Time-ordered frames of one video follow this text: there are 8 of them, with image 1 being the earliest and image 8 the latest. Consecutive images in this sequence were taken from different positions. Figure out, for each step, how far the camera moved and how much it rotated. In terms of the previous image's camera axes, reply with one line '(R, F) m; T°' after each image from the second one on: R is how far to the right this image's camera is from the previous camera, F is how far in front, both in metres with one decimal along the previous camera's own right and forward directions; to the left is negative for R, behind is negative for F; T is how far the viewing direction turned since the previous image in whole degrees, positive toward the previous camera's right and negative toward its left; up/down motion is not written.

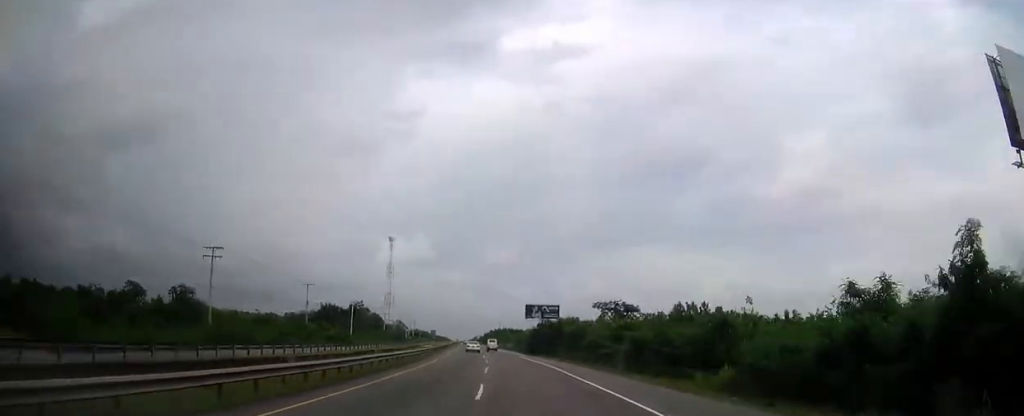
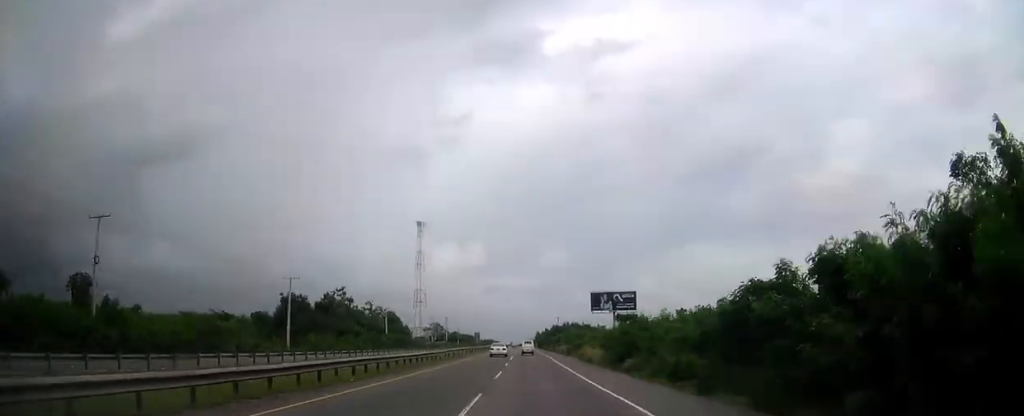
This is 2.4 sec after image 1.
(-3.4, +67.4) m; -4°
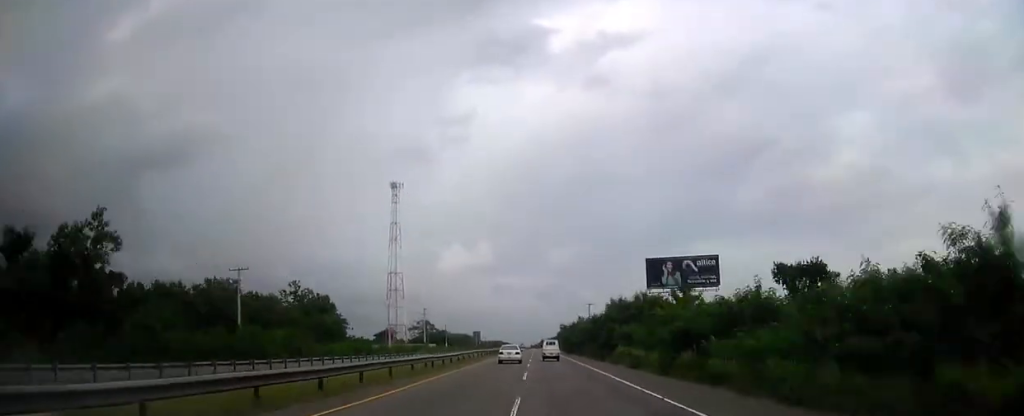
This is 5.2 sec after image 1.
(-2.1, +78.5) m; -2°
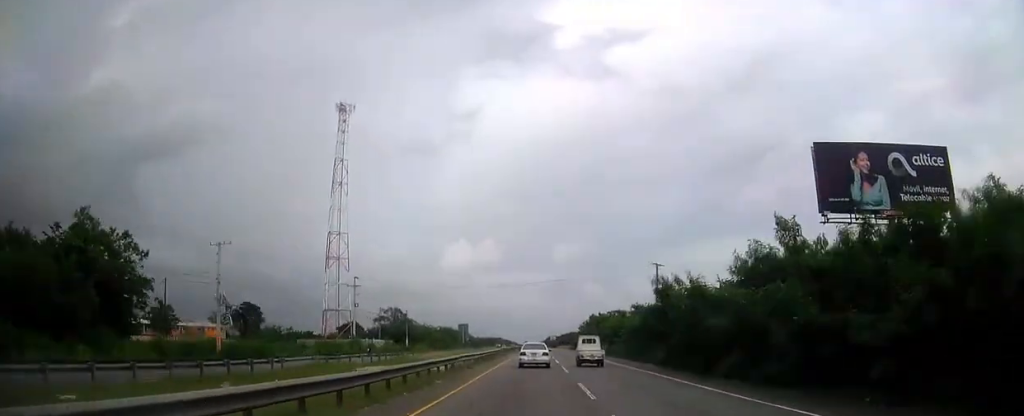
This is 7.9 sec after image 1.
(-0.6, +73.5) m; 0°
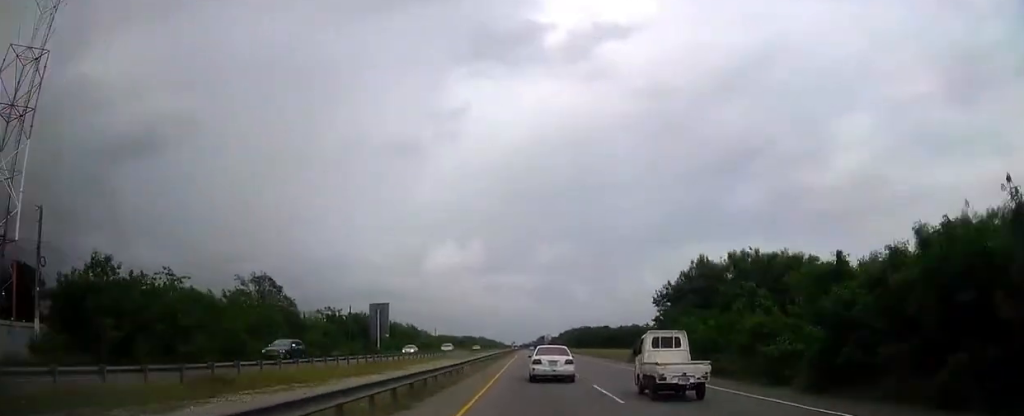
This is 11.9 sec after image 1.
(+1.0, +106.1) m; +1°
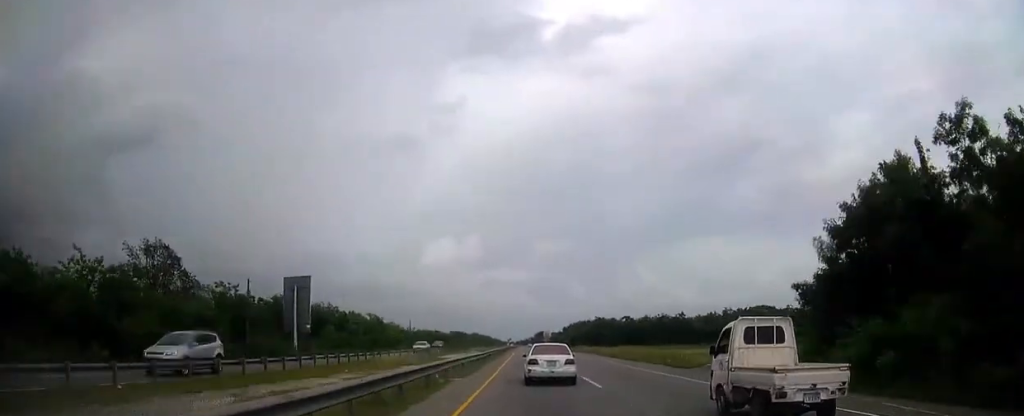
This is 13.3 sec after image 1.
(-0.1, +36.3) m; 0°
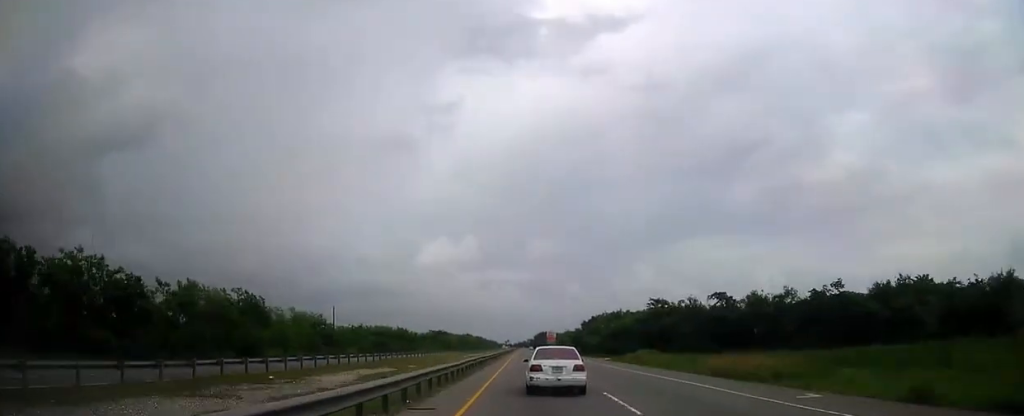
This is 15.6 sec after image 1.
(+0.2, +59.7) m; 0°
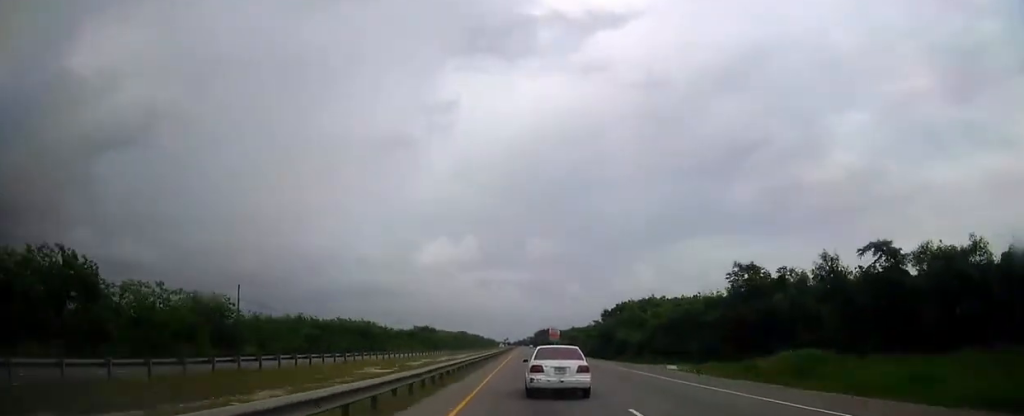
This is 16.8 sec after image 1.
(+0.2, +30.8) m; 0°
